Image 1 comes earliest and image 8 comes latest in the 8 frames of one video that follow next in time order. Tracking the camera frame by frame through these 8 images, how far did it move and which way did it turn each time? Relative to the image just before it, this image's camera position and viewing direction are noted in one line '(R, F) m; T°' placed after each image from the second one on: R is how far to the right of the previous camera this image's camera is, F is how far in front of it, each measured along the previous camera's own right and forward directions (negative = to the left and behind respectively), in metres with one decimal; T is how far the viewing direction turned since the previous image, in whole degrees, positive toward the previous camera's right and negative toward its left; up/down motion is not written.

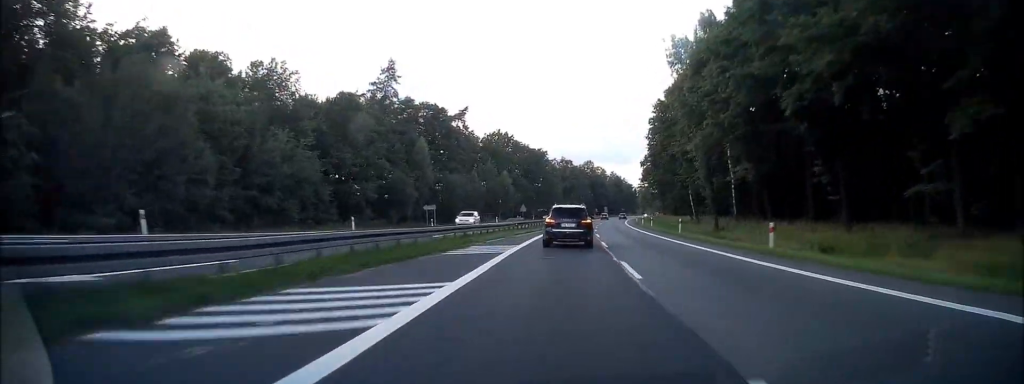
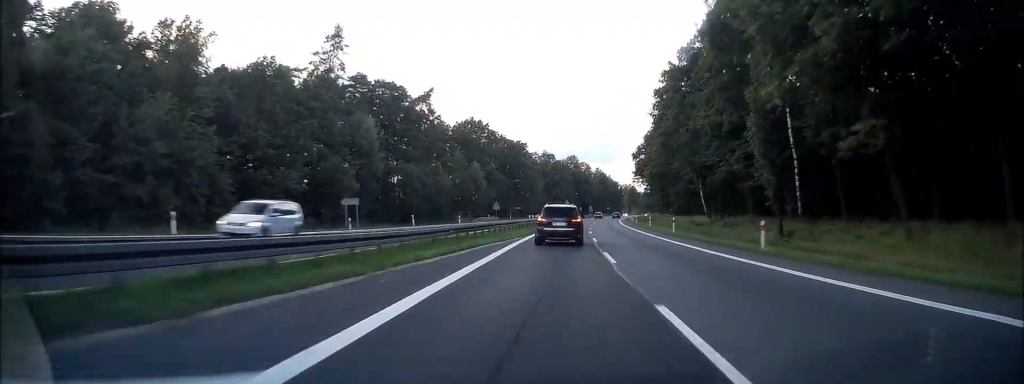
(+0.4, +20.8) m; +2°
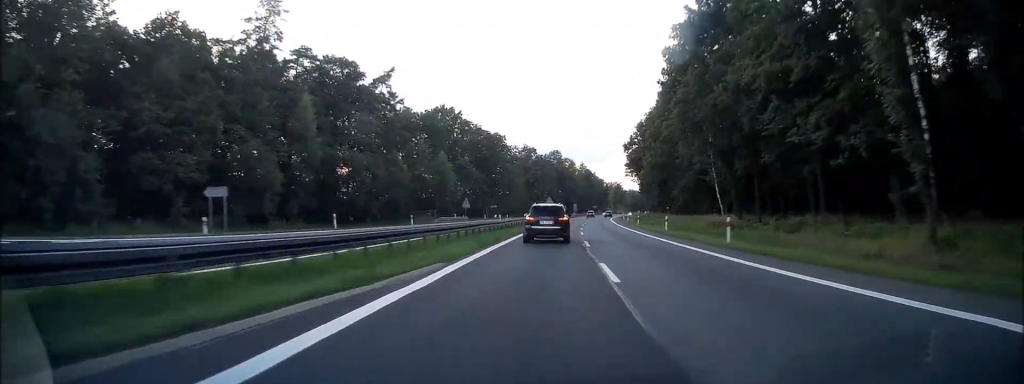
(+0.2, +17.5) m; +1°
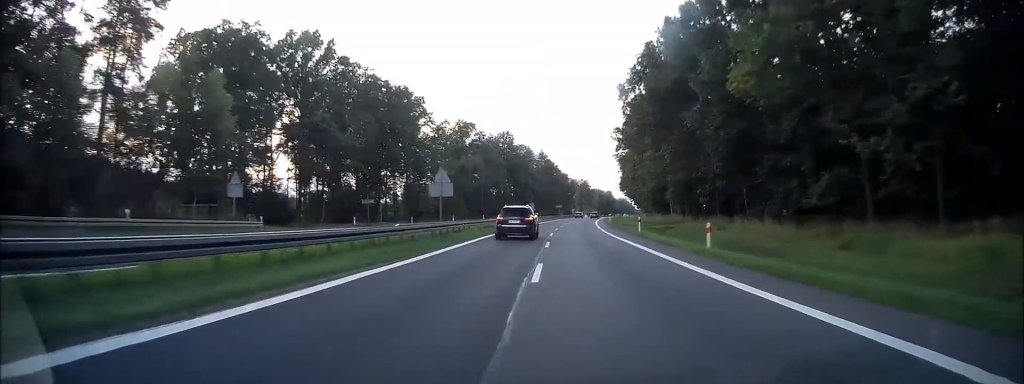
(+2.2, +60.2) m; +4°
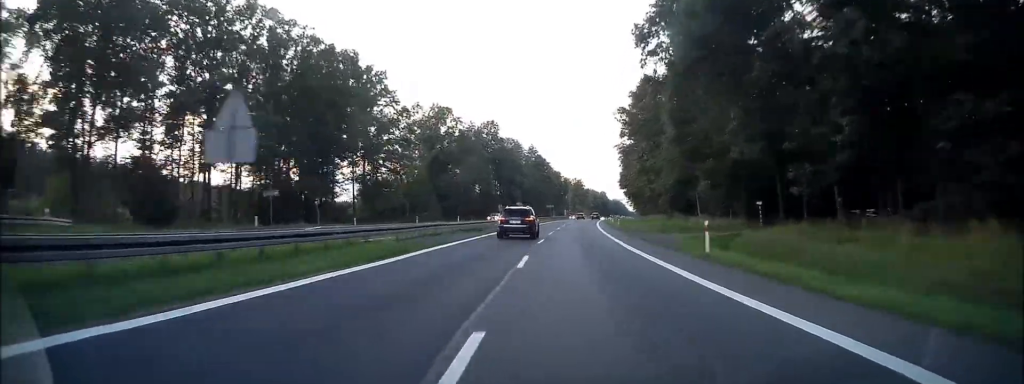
(+0.3, +21.2) m; +1°
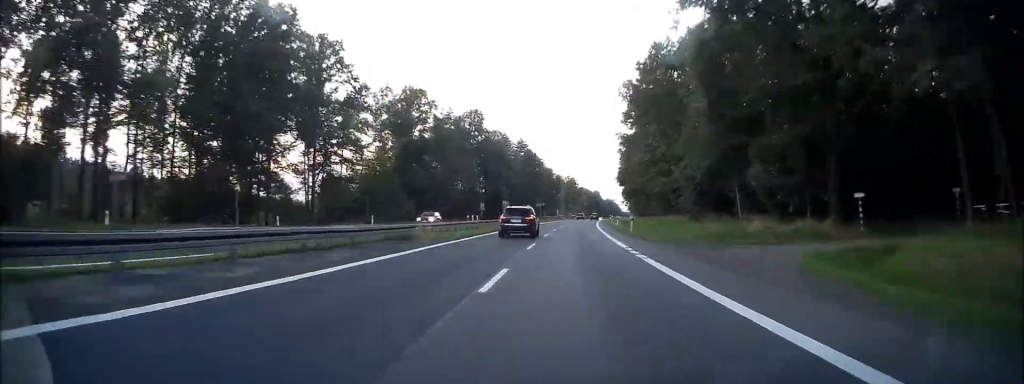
(+0.1, +16.9) m; +1°
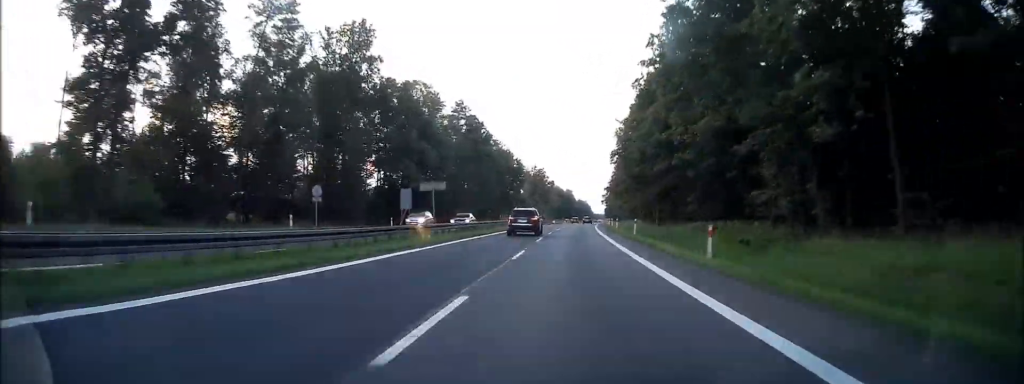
(+1.4, +65.5) m; +2°
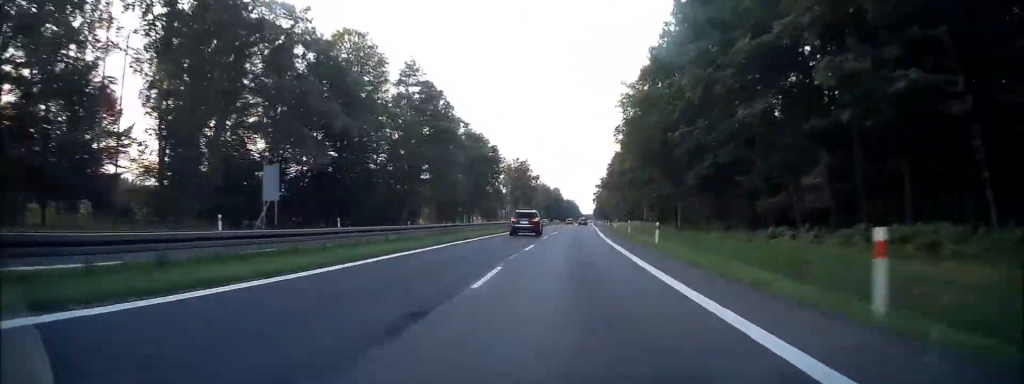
(+0.3, +30.8) m; +1°
